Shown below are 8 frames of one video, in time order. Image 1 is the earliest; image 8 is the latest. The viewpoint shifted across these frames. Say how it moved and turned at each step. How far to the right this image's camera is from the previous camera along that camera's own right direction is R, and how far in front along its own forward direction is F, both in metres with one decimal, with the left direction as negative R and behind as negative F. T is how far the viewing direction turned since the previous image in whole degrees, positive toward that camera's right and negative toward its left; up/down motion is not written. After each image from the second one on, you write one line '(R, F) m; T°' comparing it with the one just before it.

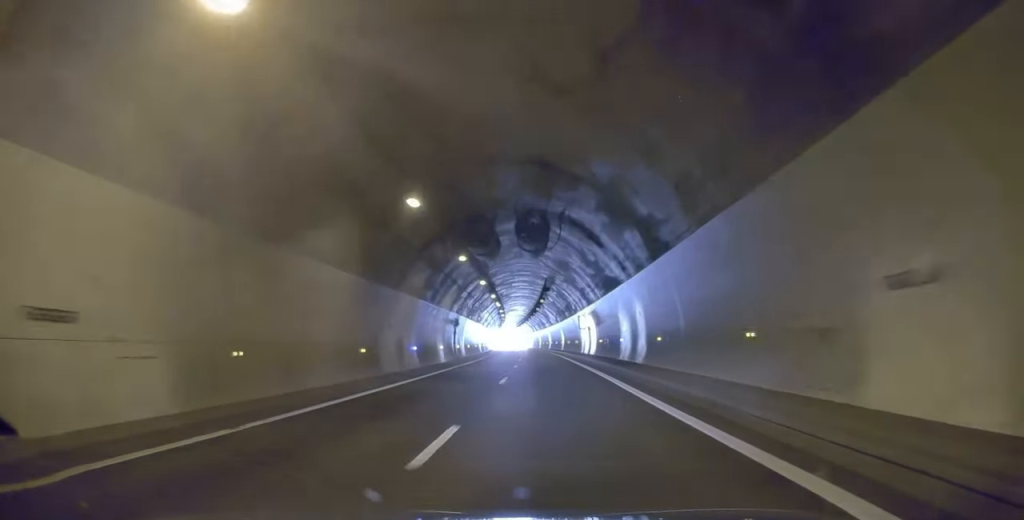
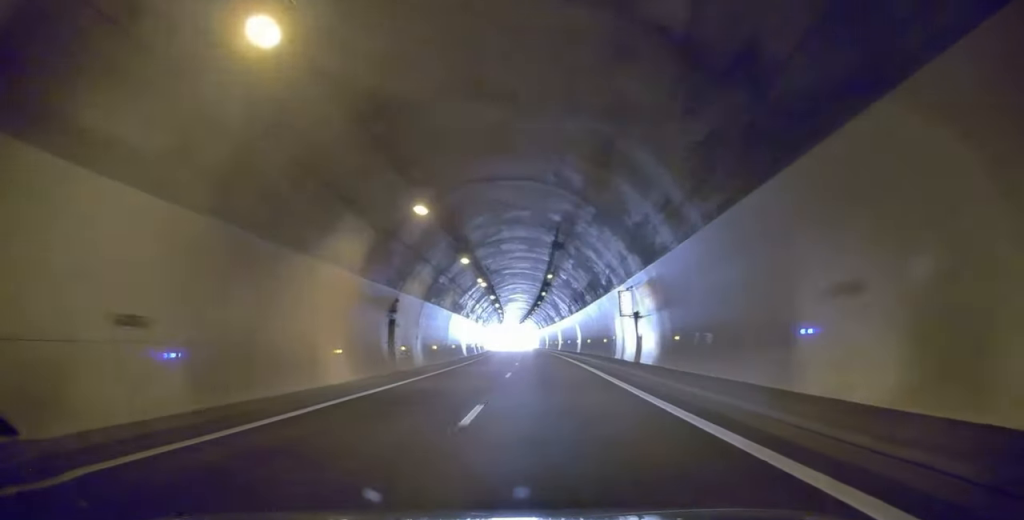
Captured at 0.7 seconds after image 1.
(0.0, +23.1) m; 0°
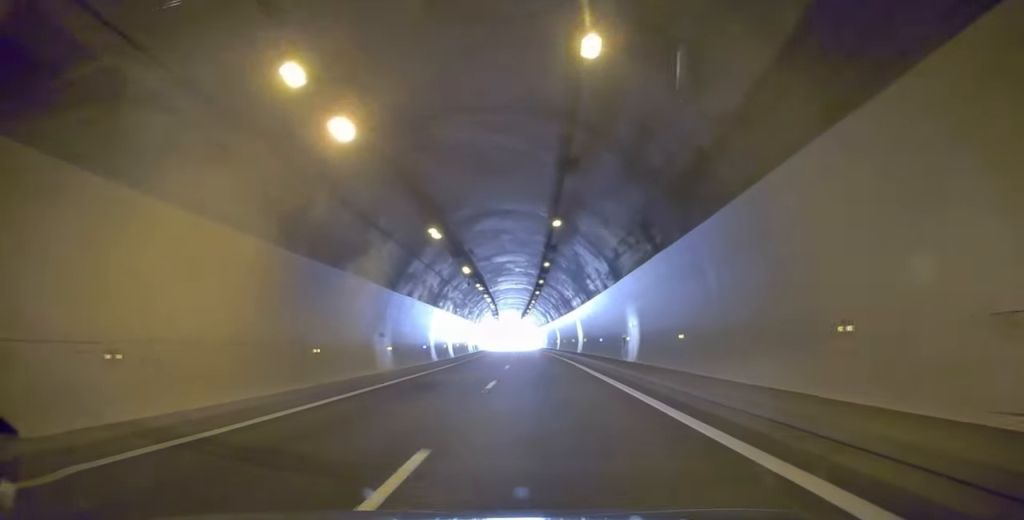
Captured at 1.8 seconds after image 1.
(0.0, +32.0) m; 0°
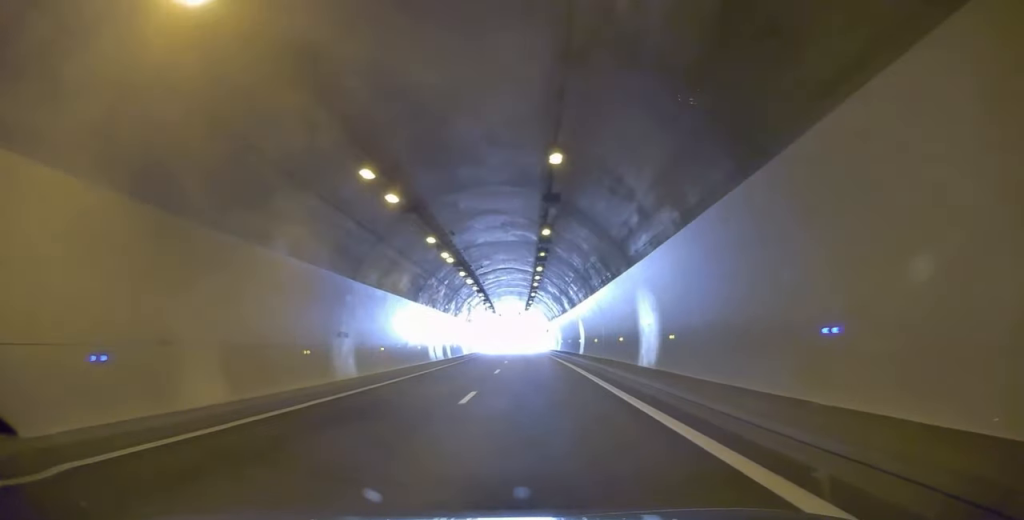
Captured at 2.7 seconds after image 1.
(0.0, +30.3) m; 0°
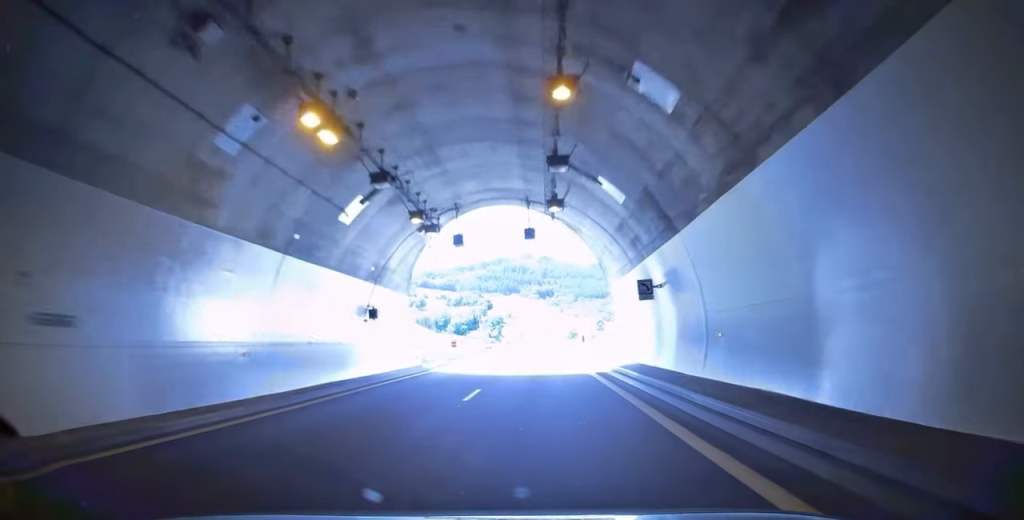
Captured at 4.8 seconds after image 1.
(0.0, +65.2) m; 0°
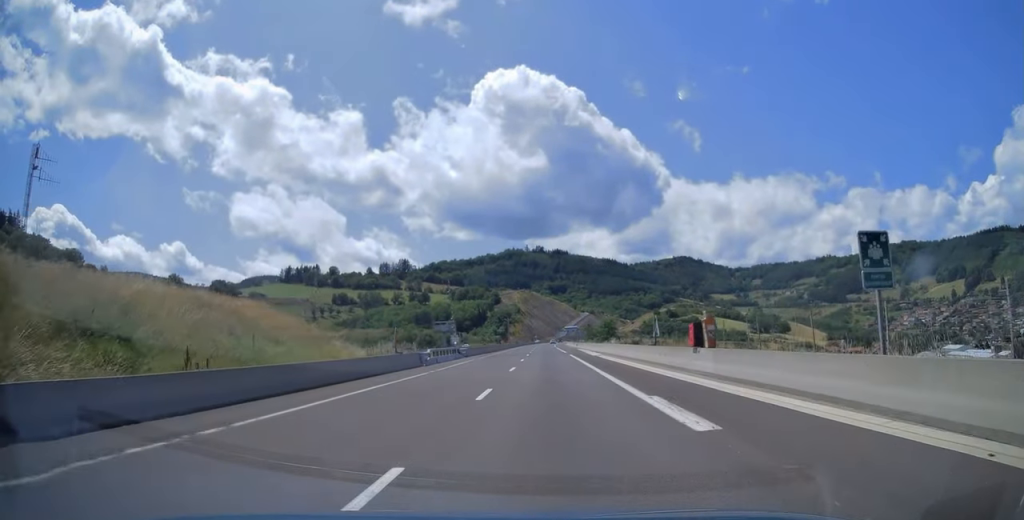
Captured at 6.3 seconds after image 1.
(0.0, +48.4) m; 0°
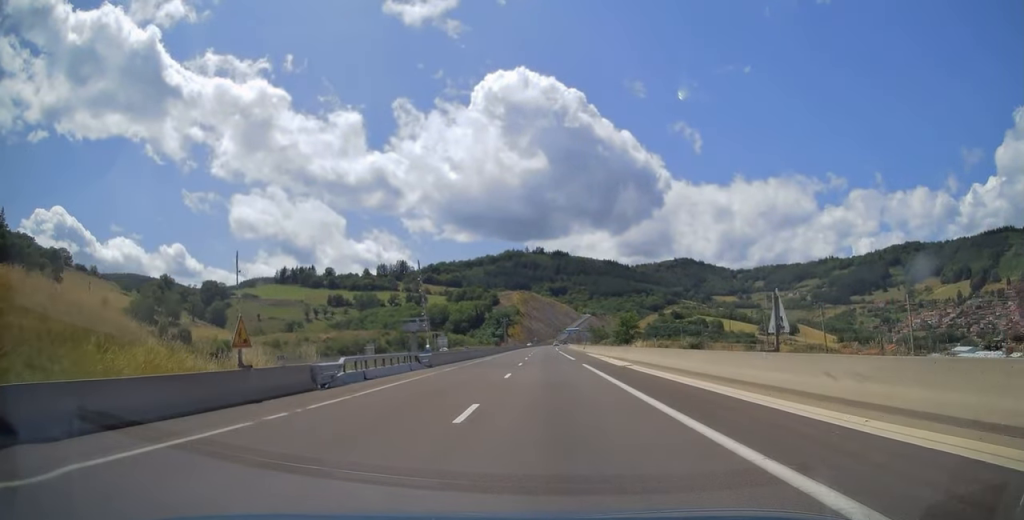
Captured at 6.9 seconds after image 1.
(0.0, +16.6) m; 0°
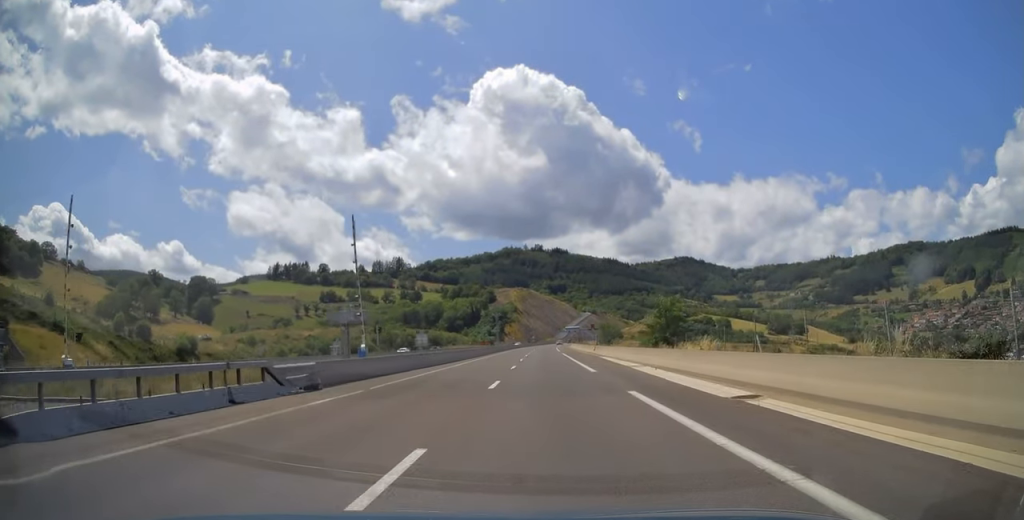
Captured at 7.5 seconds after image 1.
(+0.1, +18.7) m; -1°
